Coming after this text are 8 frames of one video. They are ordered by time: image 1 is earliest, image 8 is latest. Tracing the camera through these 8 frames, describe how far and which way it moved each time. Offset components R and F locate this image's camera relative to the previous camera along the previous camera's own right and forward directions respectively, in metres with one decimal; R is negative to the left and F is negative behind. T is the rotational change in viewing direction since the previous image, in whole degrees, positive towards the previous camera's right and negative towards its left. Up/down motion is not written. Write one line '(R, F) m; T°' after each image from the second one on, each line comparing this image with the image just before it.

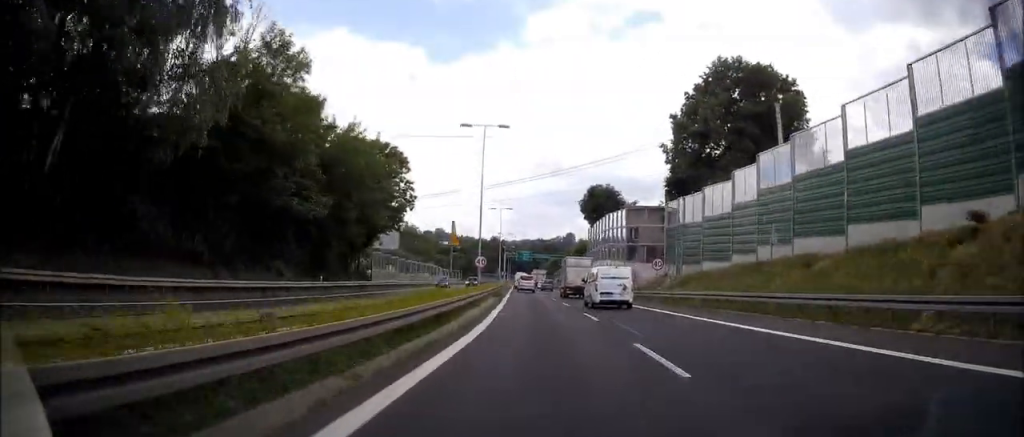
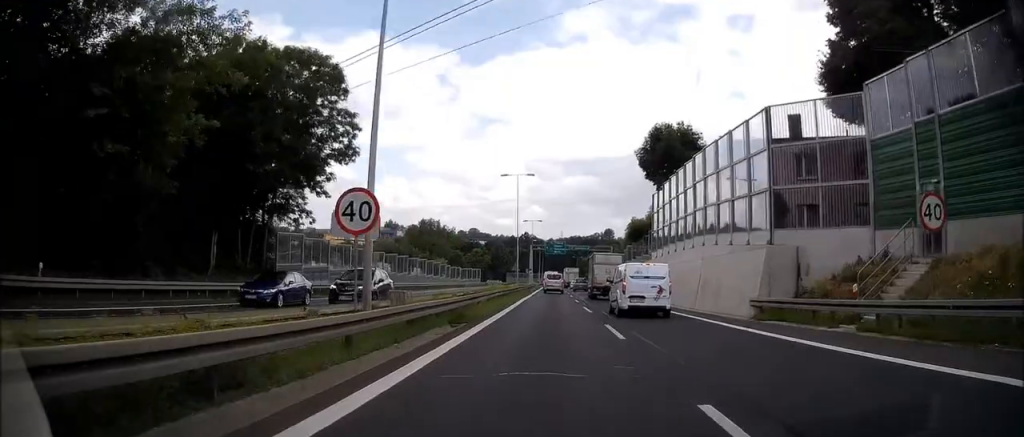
(-0.9, +29.9) m; -4°
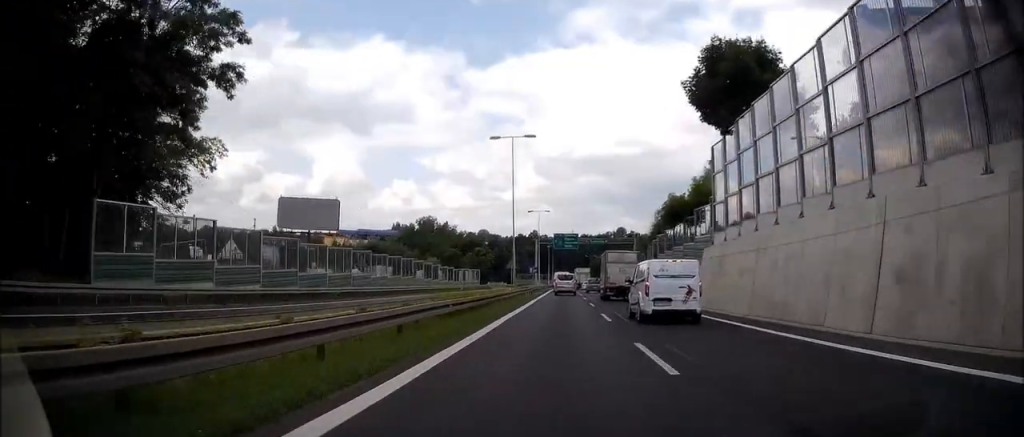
(-0.2, +16.6) m; 0°
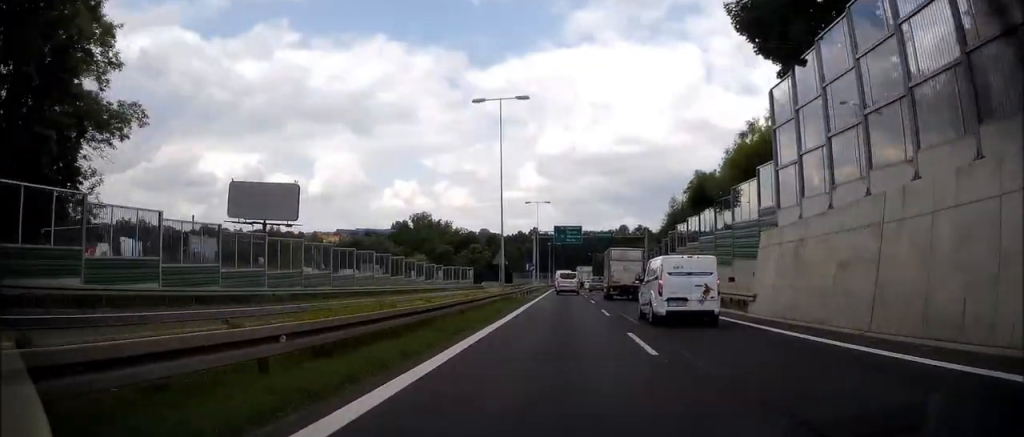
(0.0, +9.5) m; 0°
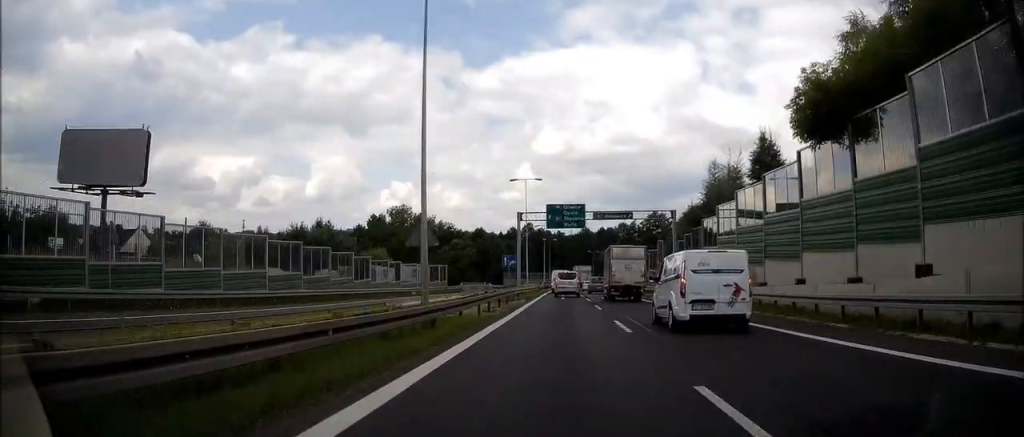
(-0.1, +19.6) m; -1°
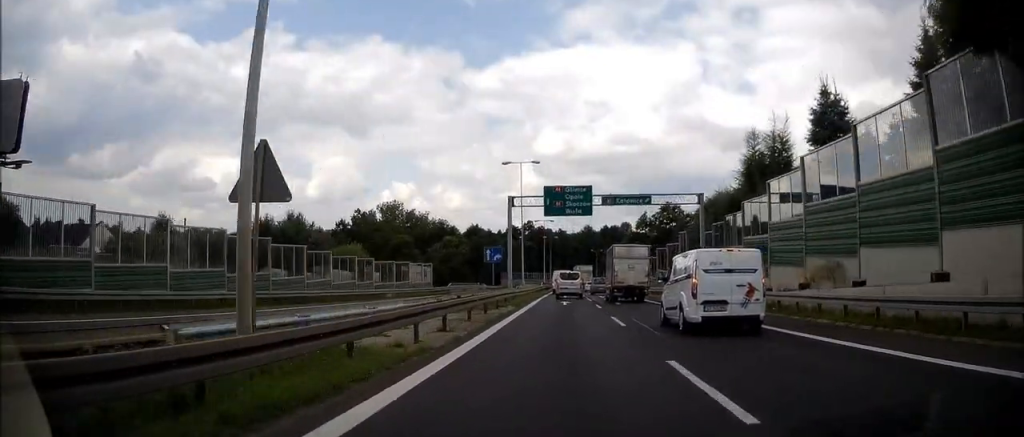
(-0.1, +10.1) m; -1°
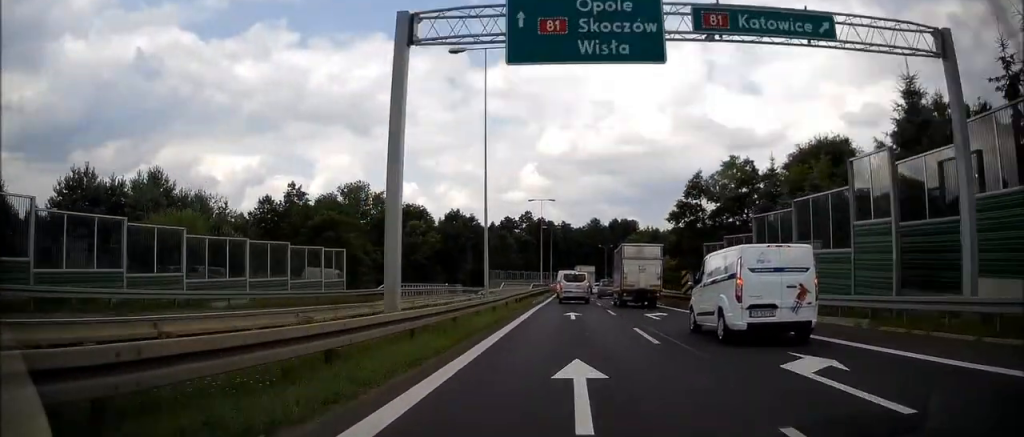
(-0.1, +29.2) m; 0°
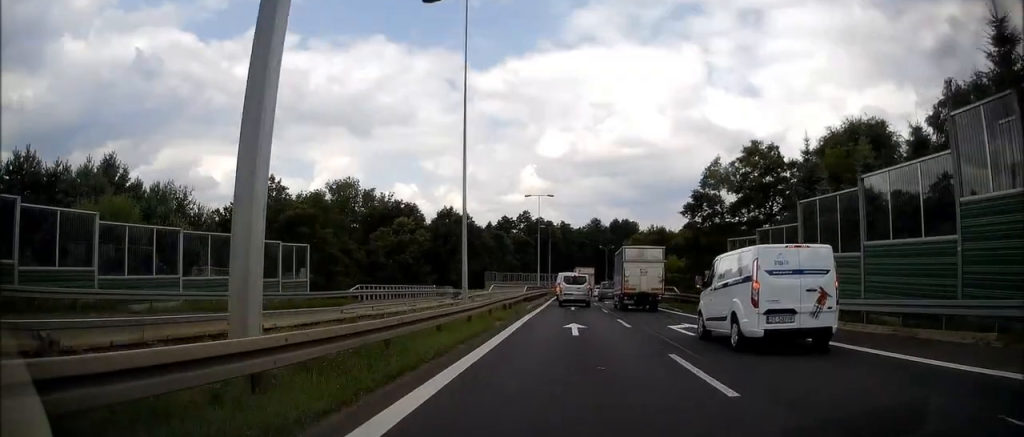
(0.0, +5.9) m; 0°
